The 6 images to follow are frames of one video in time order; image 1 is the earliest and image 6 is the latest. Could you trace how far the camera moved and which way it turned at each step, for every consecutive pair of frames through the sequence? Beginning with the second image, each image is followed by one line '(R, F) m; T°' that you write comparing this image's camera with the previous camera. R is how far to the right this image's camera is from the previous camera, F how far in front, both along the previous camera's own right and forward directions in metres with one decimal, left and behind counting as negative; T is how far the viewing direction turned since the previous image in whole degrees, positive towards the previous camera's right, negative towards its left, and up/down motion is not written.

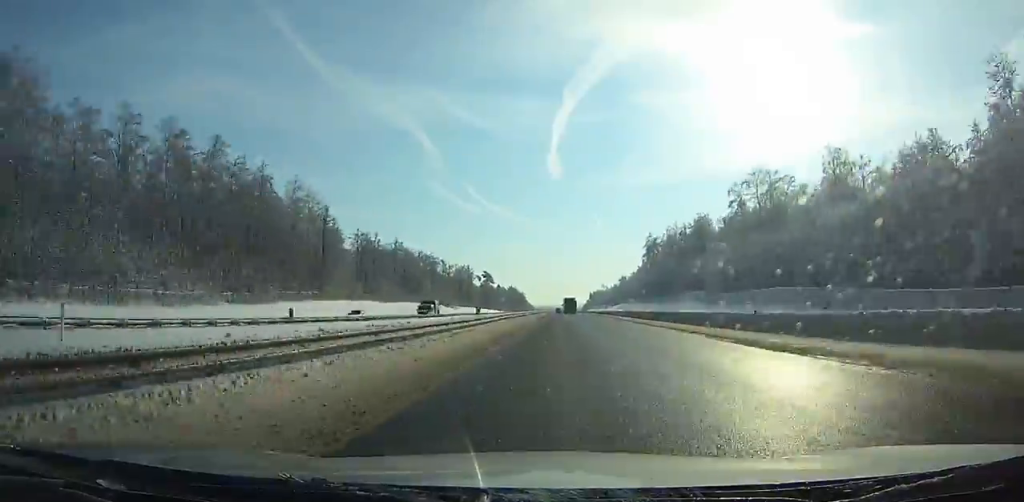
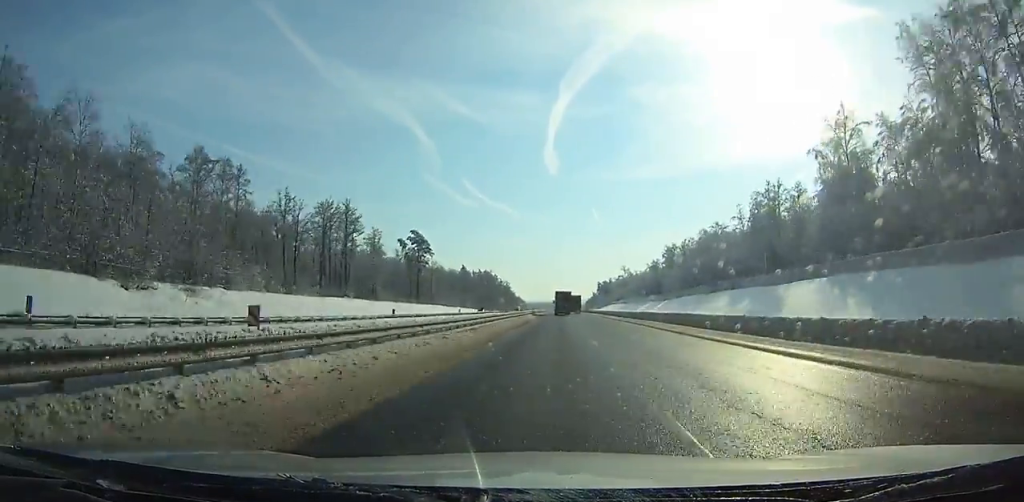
(+0.5, +179.9) m; 0°
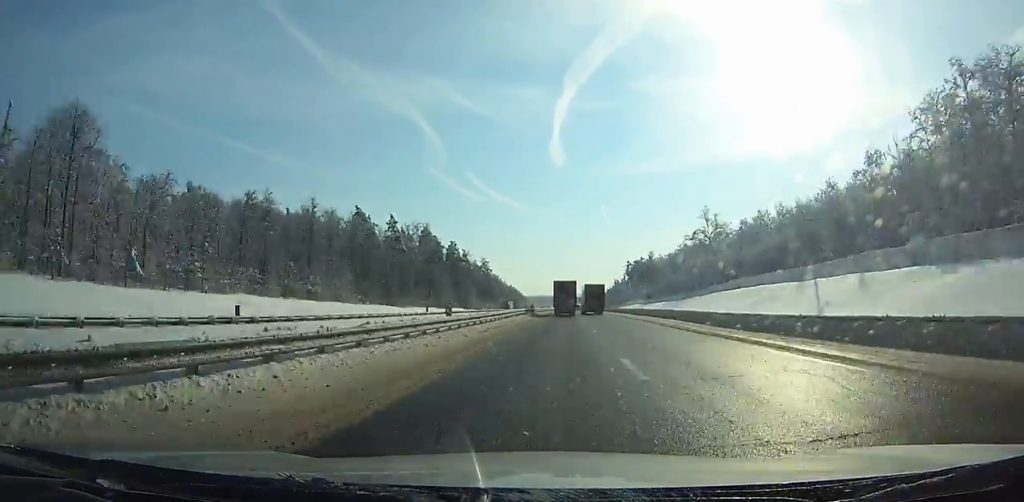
(-1.3, +185.2) m; 0°
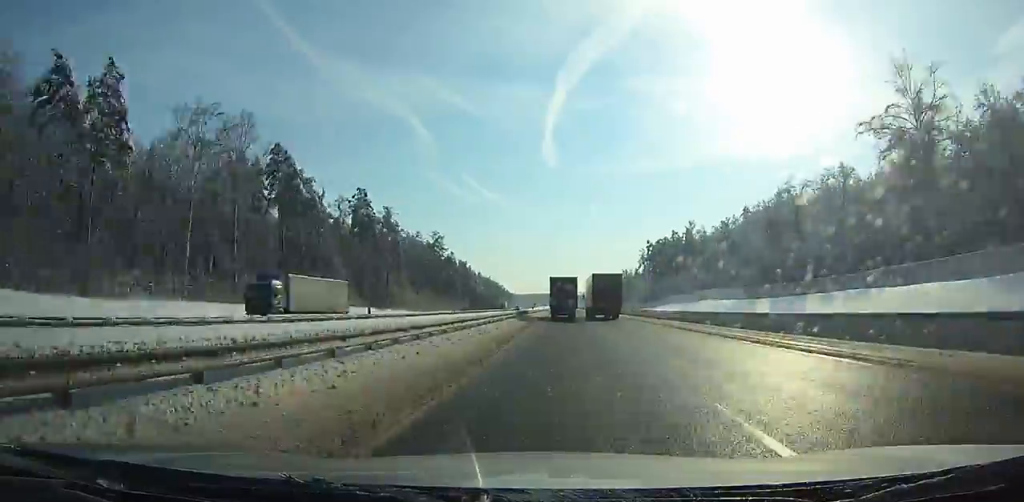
(+0.4, +101.7) m; 0°
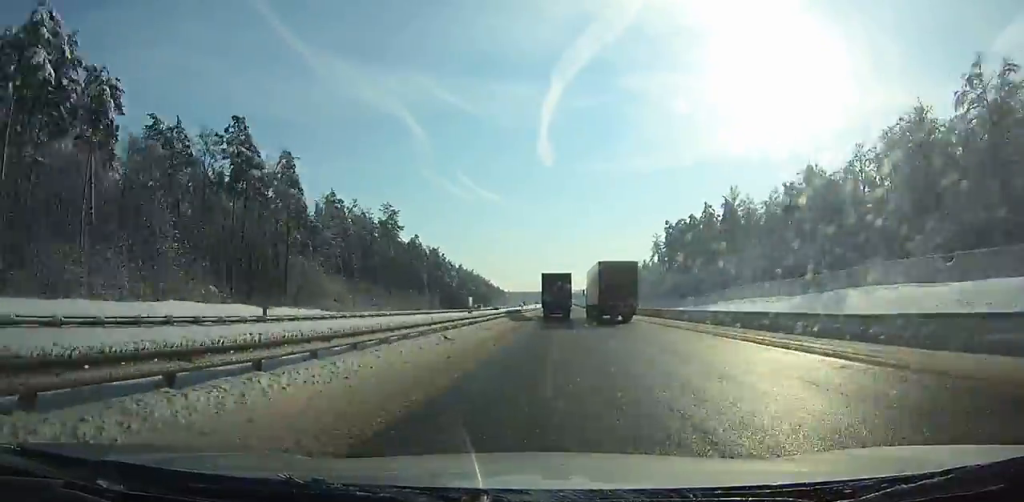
(0.0, +51.4) m; 0°
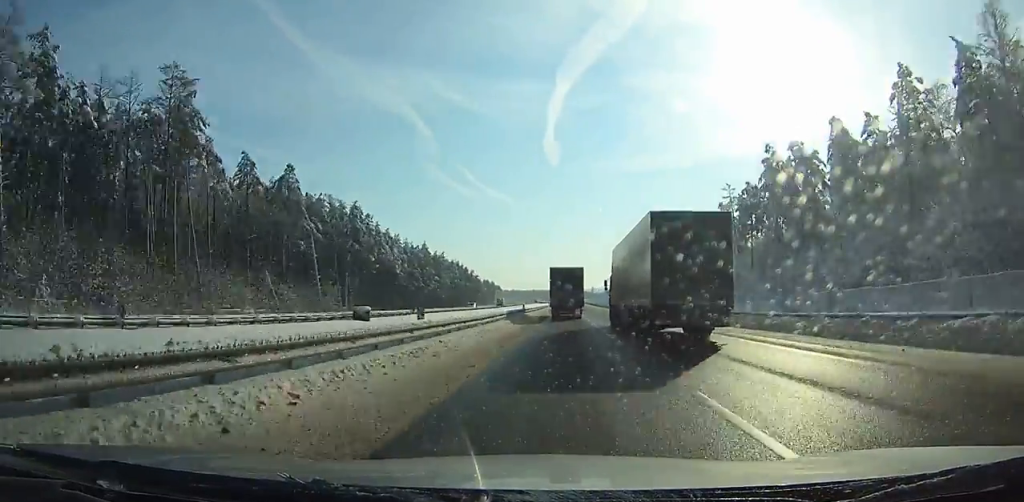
(-0.1, +90.9) m; 0°
